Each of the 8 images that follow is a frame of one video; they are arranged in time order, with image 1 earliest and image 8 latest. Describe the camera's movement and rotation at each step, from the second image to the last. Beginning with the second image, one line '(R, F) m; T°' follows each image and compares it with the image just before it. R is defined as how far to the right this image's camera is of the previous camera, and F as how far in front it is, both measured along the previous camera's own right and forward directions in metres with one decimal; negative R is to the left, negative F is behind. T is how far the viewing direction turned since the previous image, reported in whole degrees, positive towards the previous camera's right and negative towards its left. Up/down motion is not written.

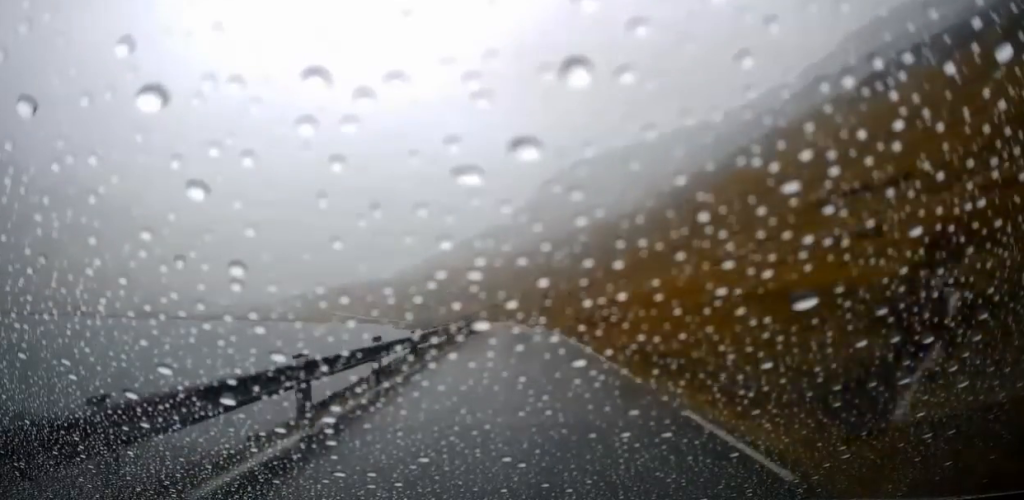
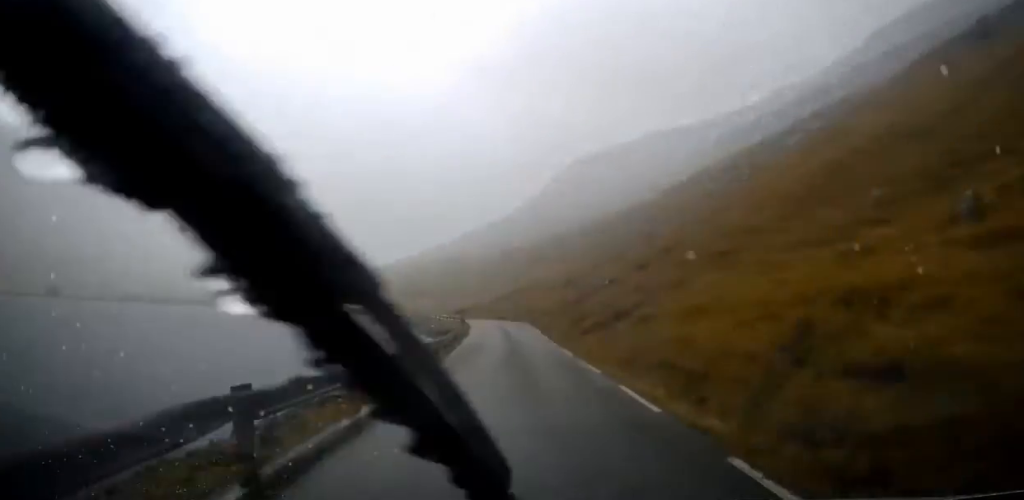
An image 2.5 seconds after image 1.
(-0.2, +26.7) m; -1°
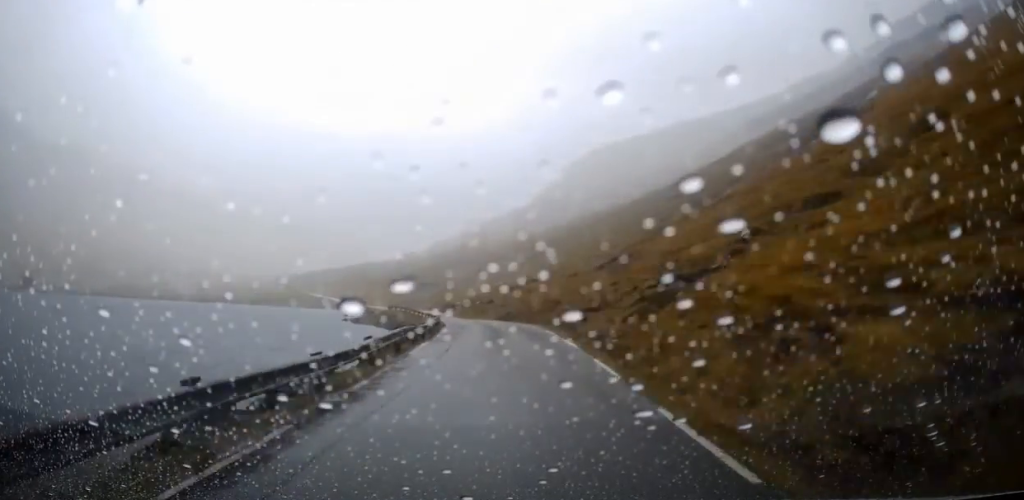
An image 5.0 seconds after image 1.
(-0.1, +28.5) m; -1°
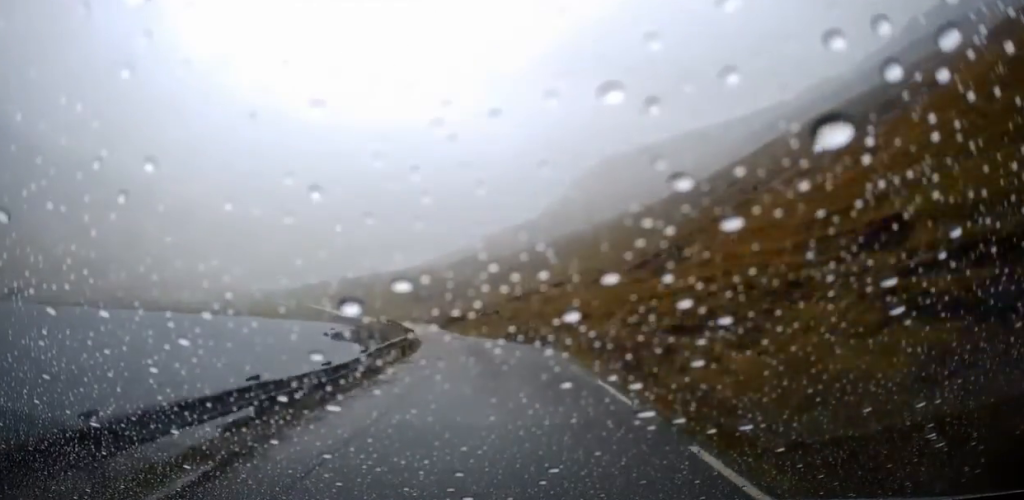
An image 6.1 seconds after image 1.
(-0.3, +13.6) m; -2°
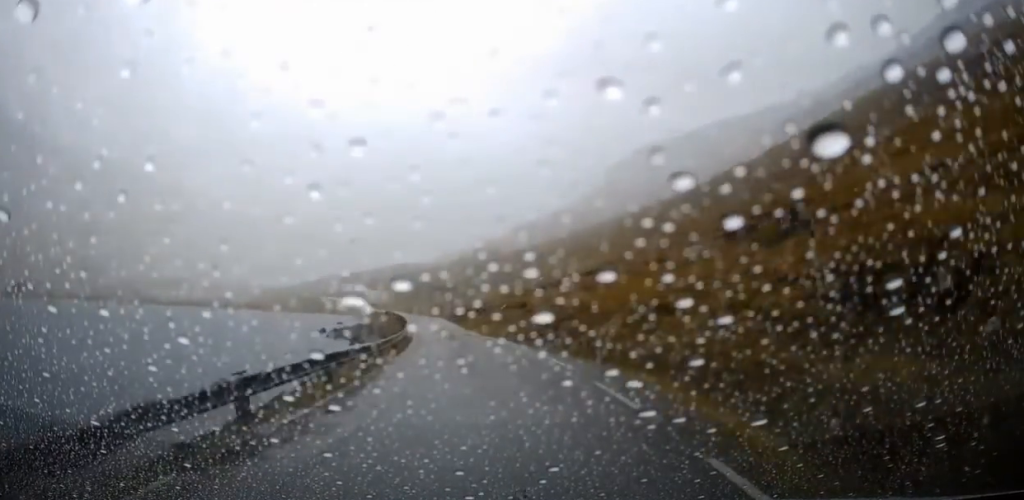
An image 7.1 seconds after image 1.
(+0.1, +12.1) m; -2°
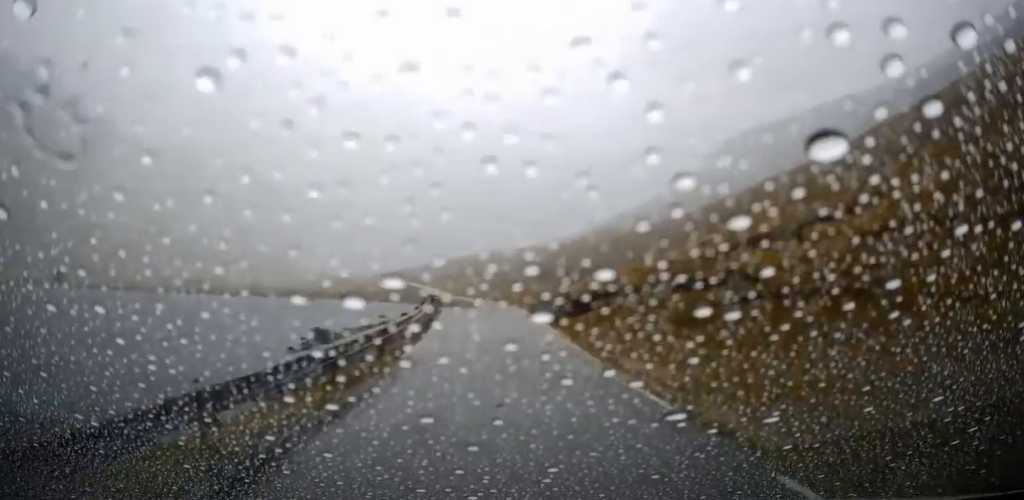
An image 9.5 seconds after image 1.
(-1.8, +30.5) m; -7°
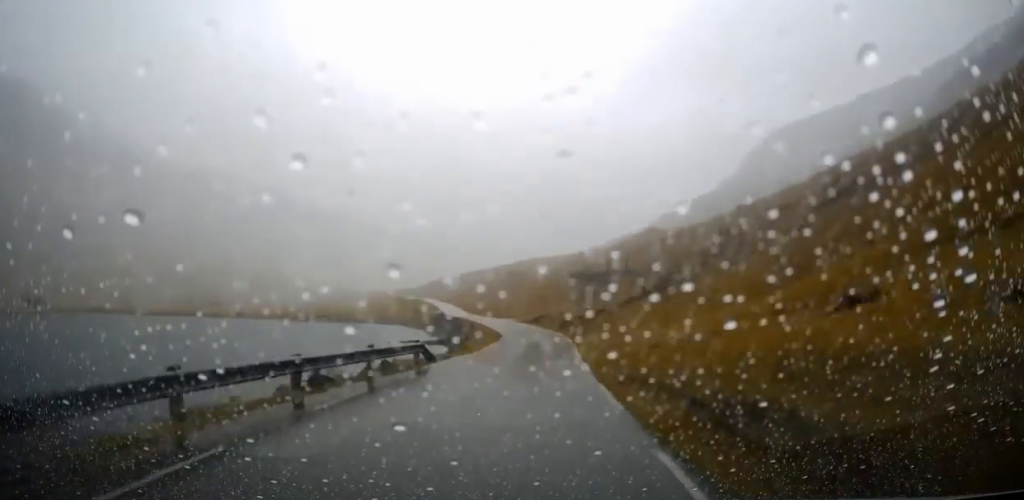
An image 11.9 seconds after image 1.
(-2.3, +33.6) m; -6°
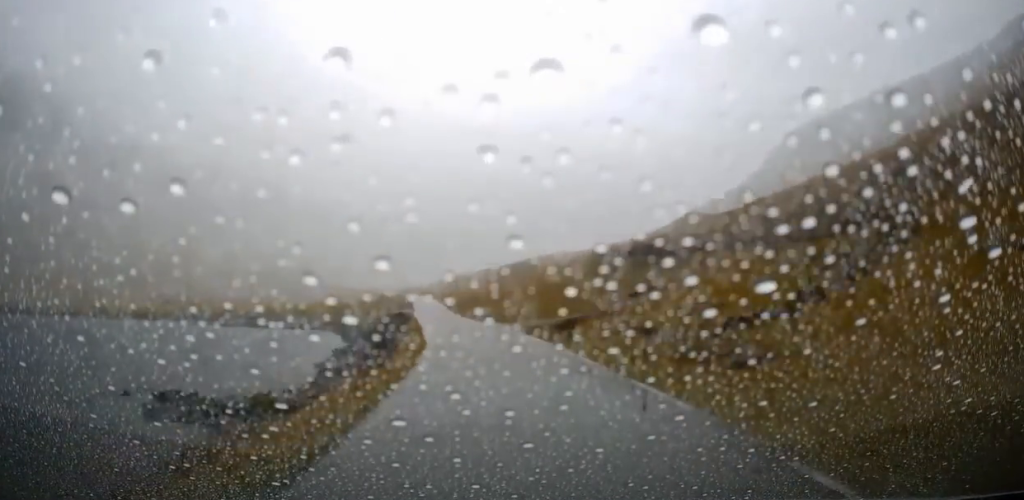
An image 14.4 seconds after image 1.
(-1.8, +37.3) m; -5°
